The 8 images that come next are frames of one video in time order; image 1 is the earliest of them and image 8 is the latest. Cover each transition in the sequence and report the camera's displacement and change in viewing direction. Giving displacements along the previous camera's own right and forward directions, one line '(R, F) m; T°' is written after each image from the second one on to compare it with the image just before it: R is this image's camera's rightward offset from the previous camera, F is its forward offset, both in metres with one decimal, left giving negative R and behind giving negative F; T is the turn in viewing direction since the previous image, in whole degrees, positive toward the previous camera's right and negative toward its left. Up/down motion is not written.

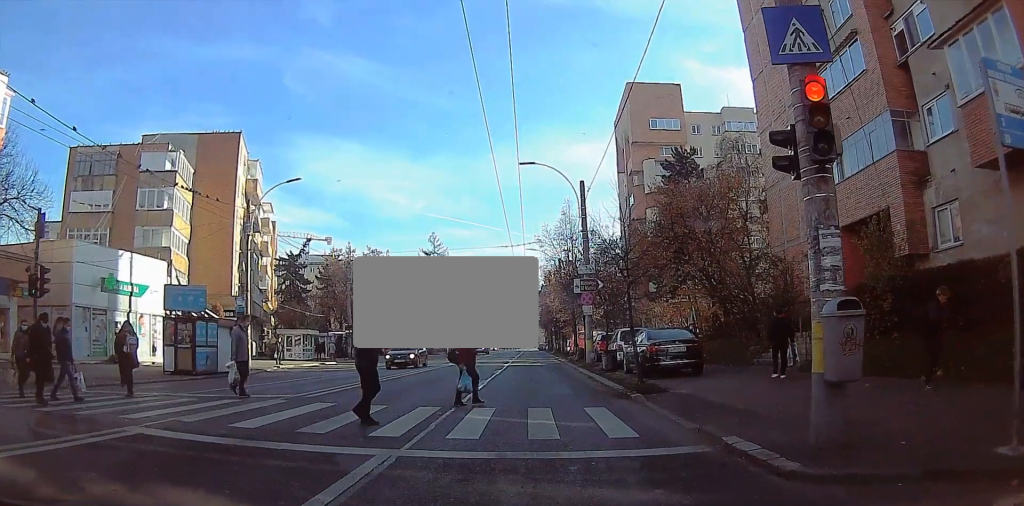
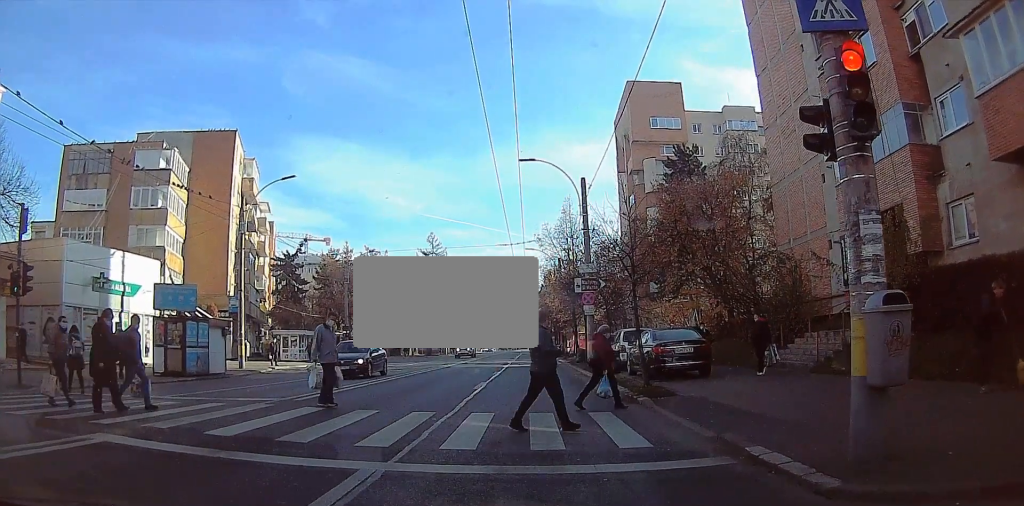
(0.0, +1.5) m; 0°
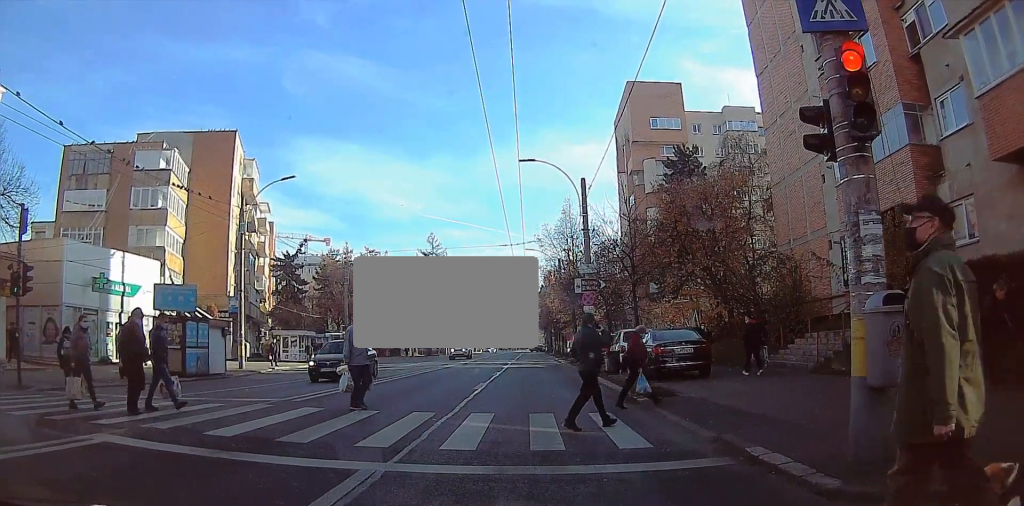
(0.0, 0.0) m; 0°
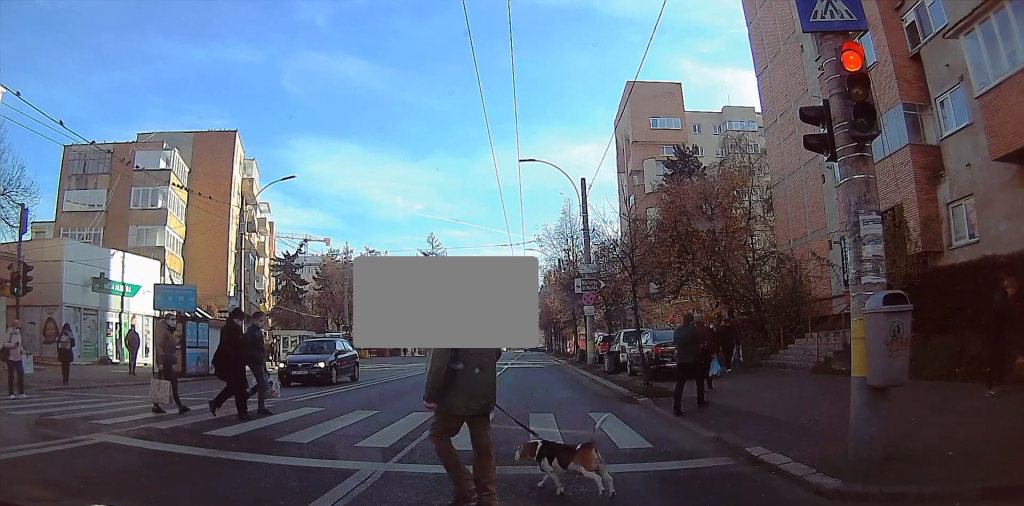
(0.0, 0.0) m; 0°
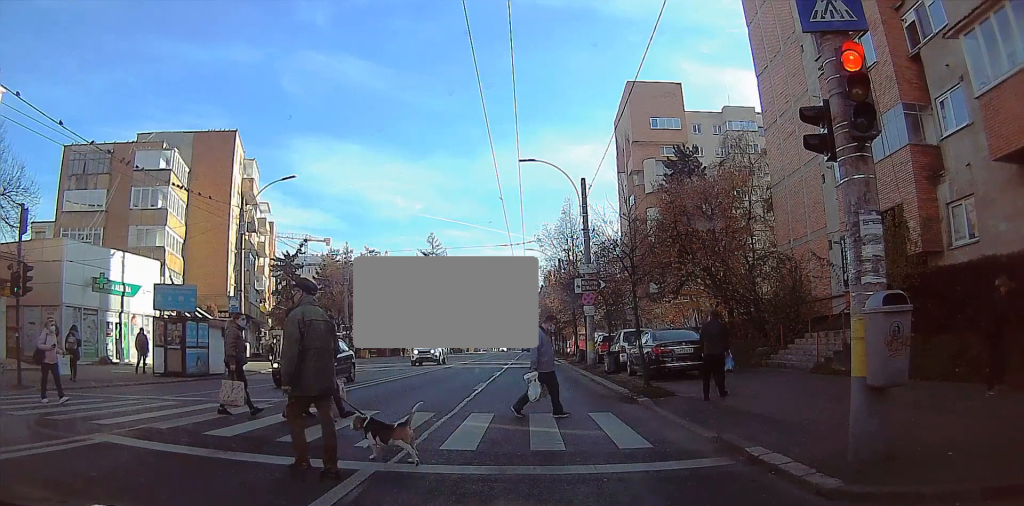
(0.0, 0.0) m; 0°
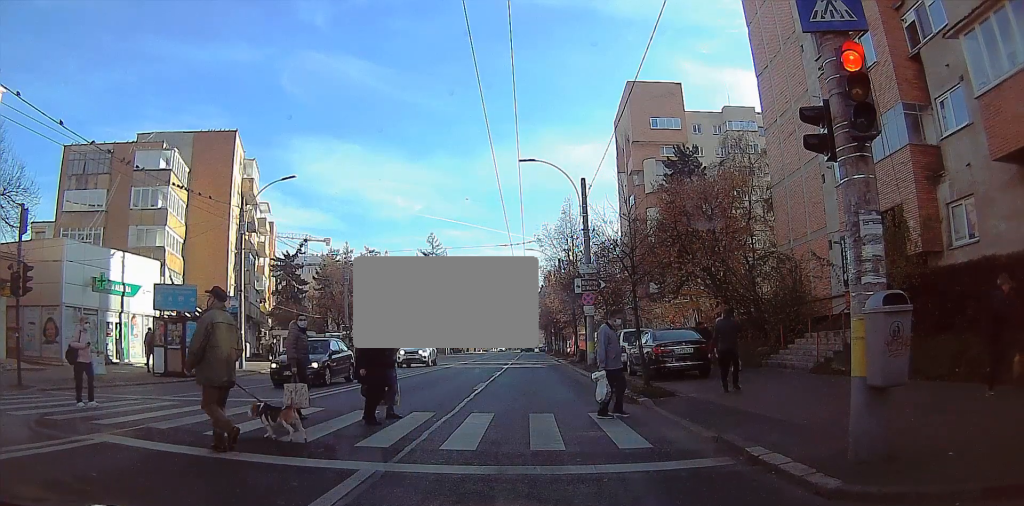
(0.0, 0.0) m; 0°
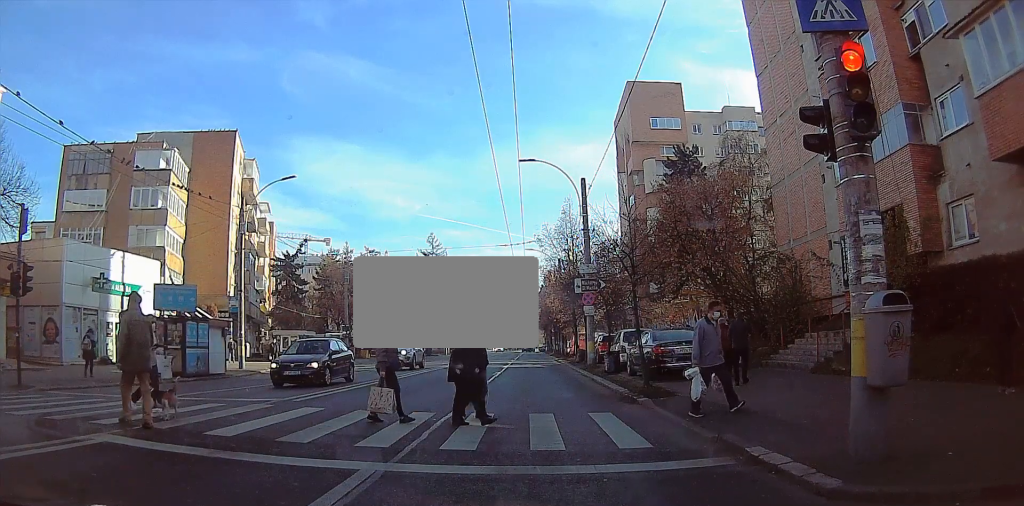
(0.0, 0.0) m; 0°
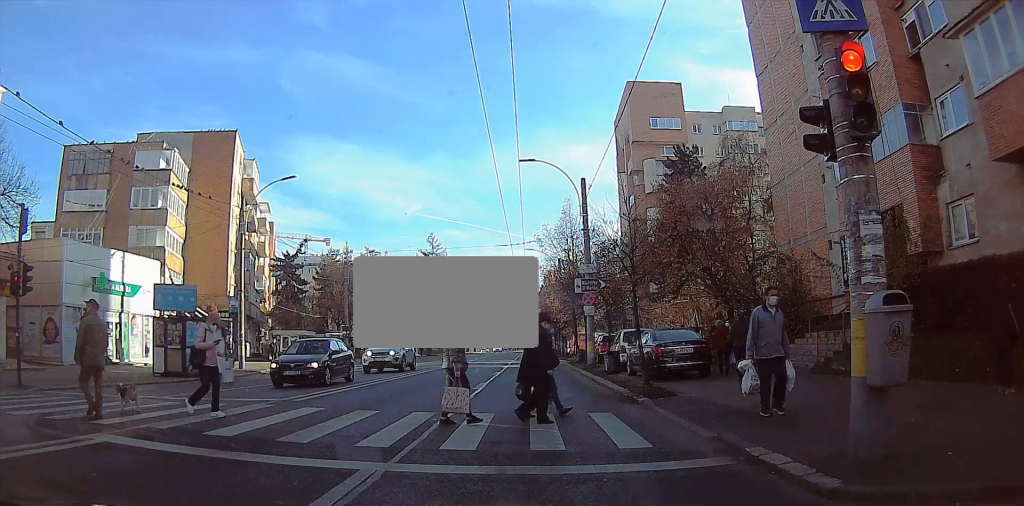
(0.0, 0.0) m; 0°
